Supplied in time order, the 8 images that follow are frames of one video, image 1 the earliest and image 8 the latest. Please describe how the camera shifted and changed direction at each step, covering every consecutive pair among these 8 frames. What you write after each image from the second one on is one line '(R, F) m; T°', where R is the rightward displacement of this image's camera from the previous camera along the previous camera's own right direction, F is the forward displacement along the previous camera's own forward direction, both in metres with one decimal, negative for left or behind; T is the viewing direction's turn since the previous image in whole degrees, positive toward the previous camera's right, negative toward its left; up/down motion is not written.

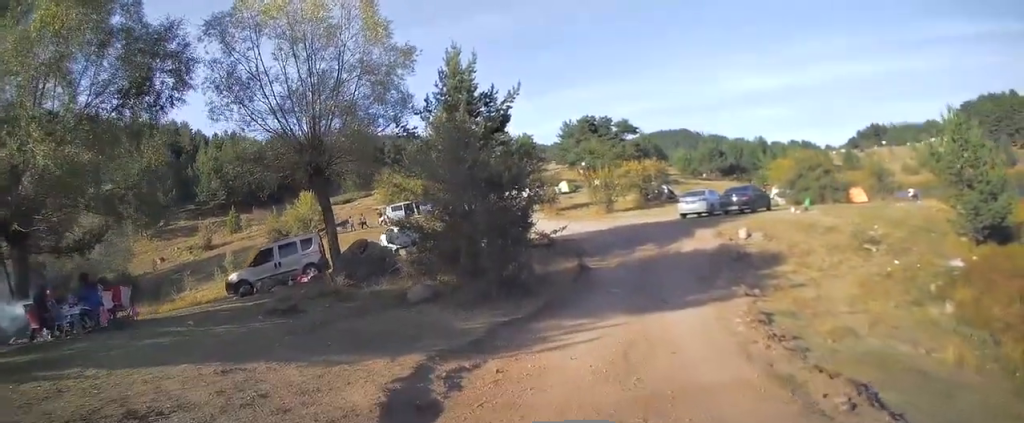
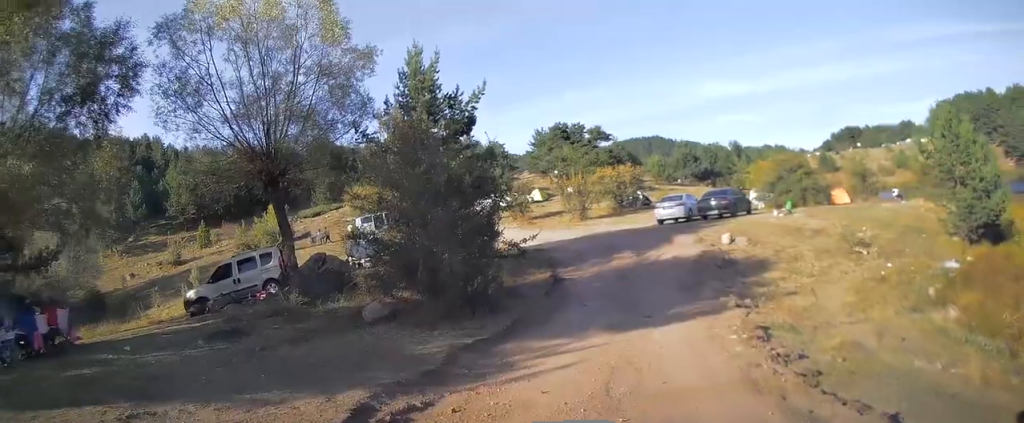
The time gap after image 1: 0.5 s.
(+0.1, +1.1) m; +1°
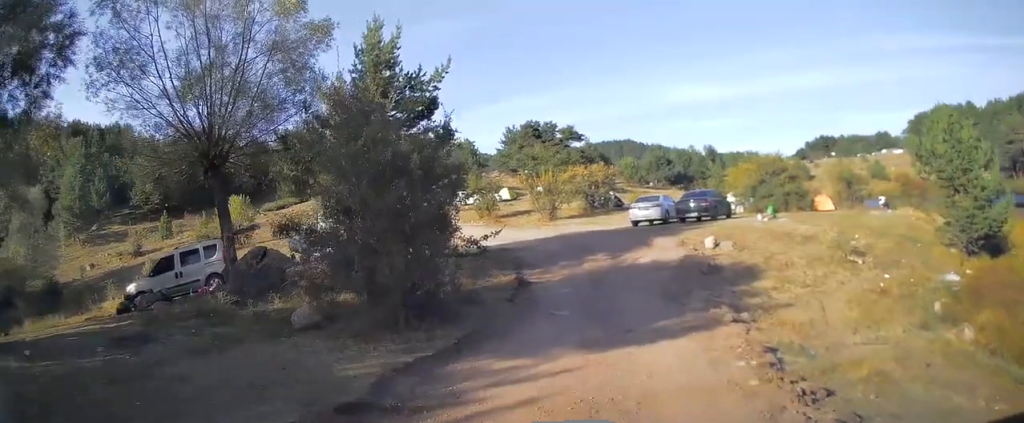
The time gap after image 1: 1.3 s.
(-0.1, +1.6) m; +3°
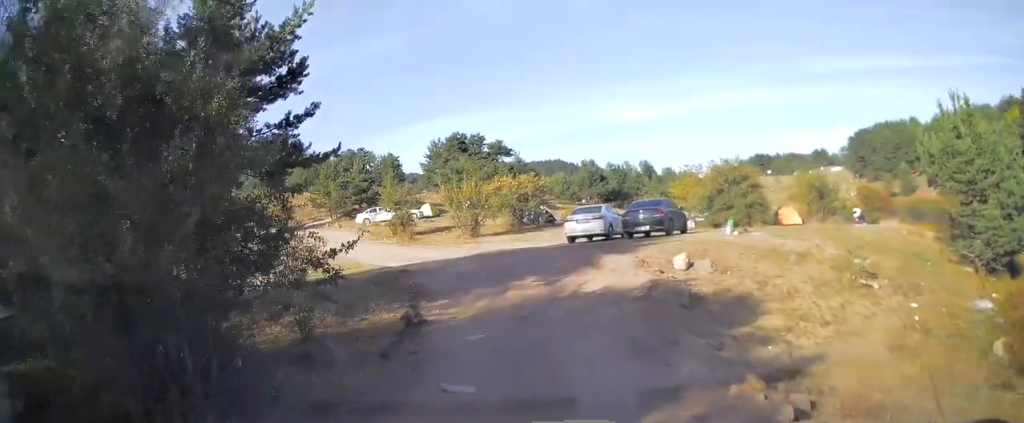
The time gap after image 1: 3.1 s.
(+0.3, +4.4) m; +3°
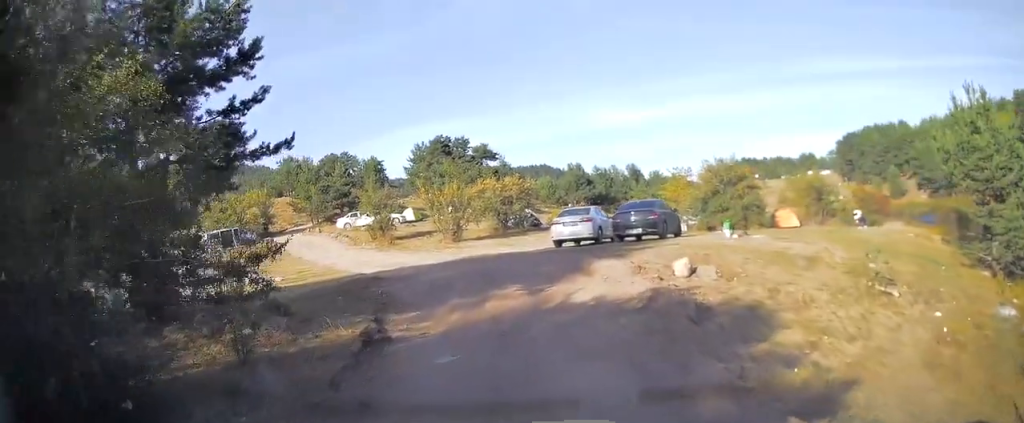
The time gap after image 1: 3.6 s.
(-0.1, +1.3) m; -1°
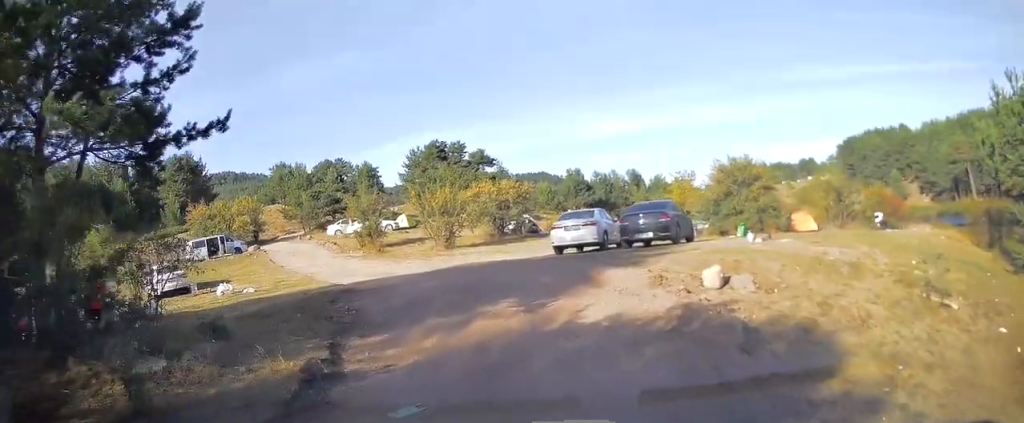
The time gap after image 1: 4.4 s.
(+0.1, +1.8) m; 0°
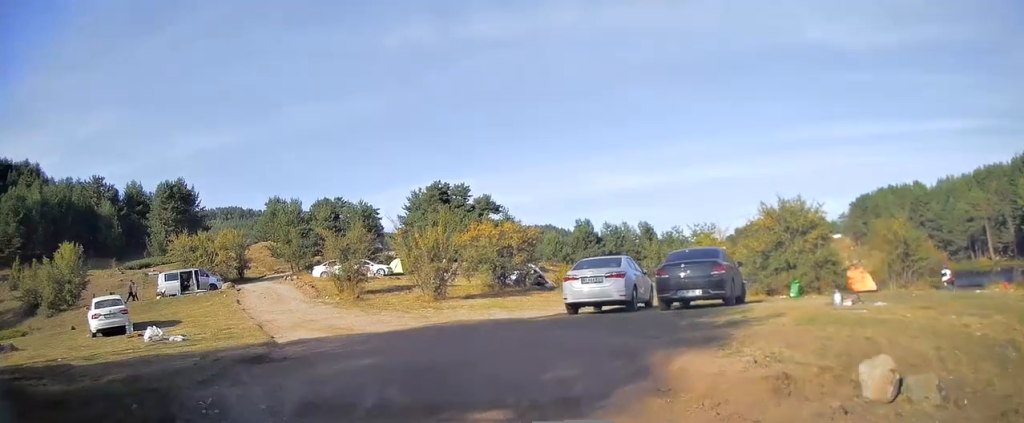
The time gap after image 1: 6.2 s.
(0.0, +4.3) m; 0°
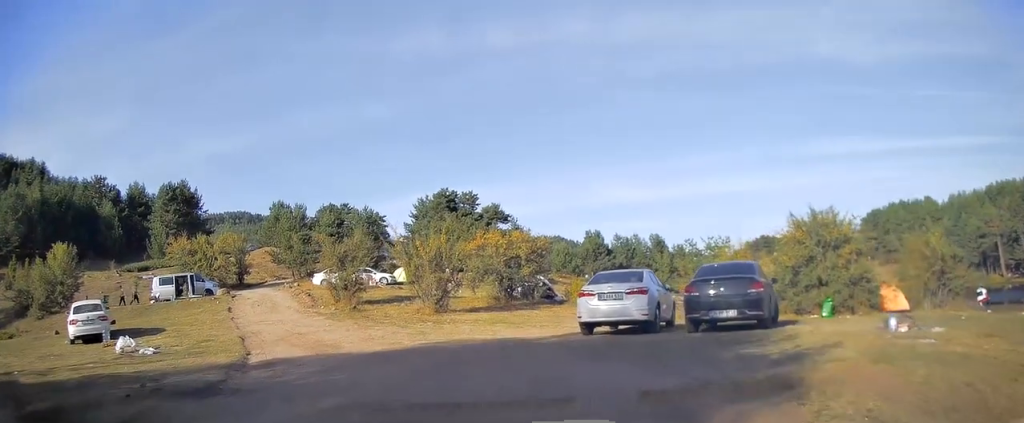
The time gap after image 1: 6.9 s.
(0.0, +1.7) m; 0°
